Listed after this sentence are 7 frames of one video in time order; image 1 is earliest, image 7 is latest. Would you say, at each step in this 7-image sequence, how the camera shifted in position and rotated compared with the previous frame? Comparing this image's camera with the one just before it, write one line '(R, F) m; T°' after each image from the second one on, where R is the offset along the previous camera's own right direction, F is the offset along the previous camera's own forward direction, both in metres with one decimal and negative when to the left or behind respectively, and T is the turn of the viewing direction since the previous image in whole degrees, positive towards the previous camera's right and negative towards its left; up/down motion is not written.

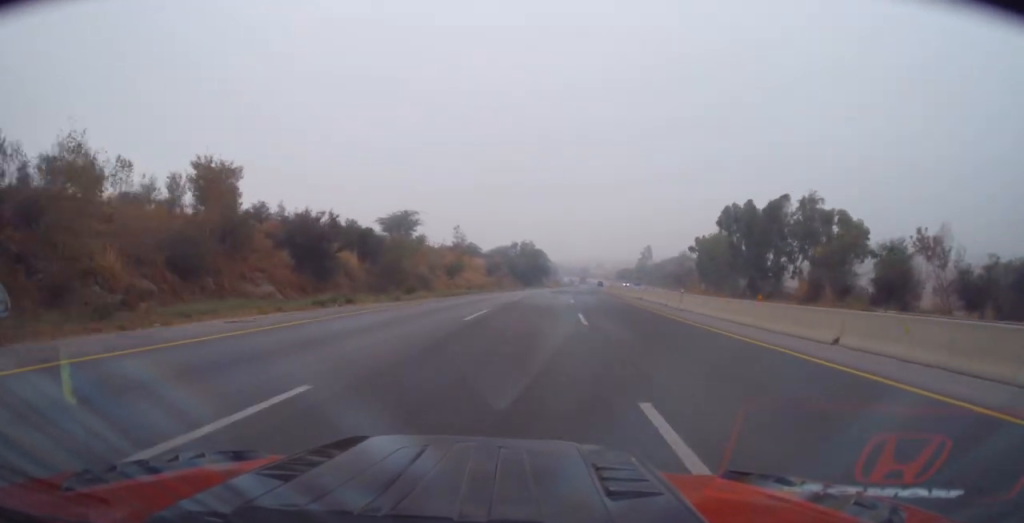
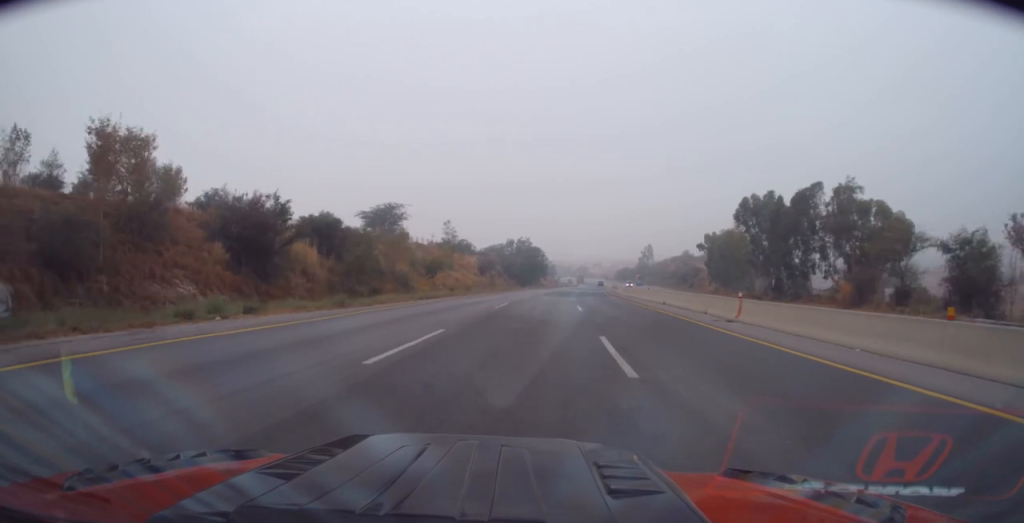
(+0.2, +10.4) m; +1°
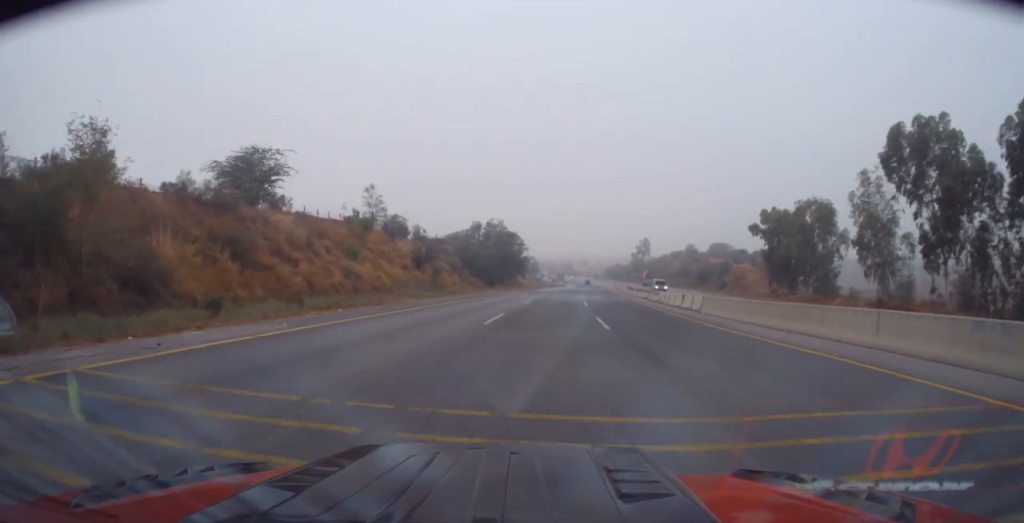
(+0.8, +44.9) m; +2°
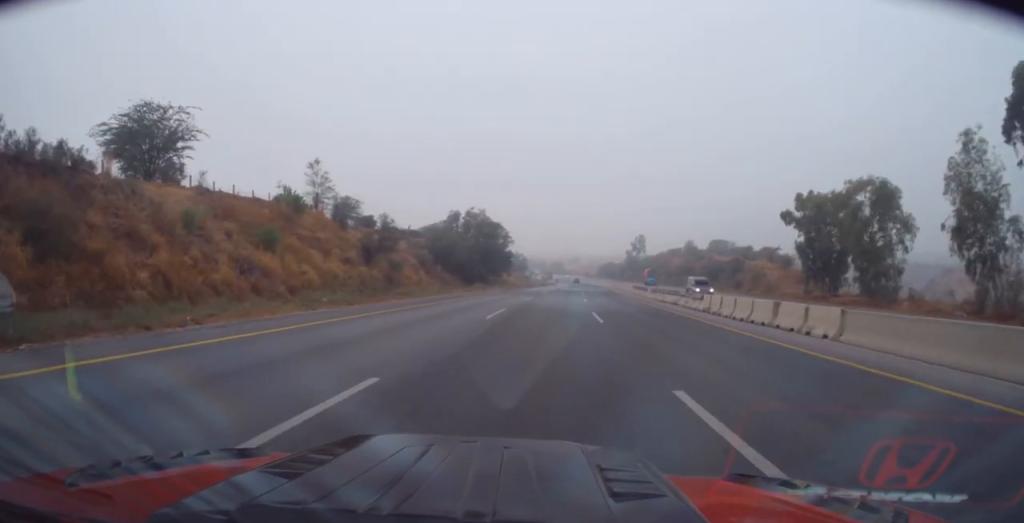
(+0.2, +16.4) m; +2°
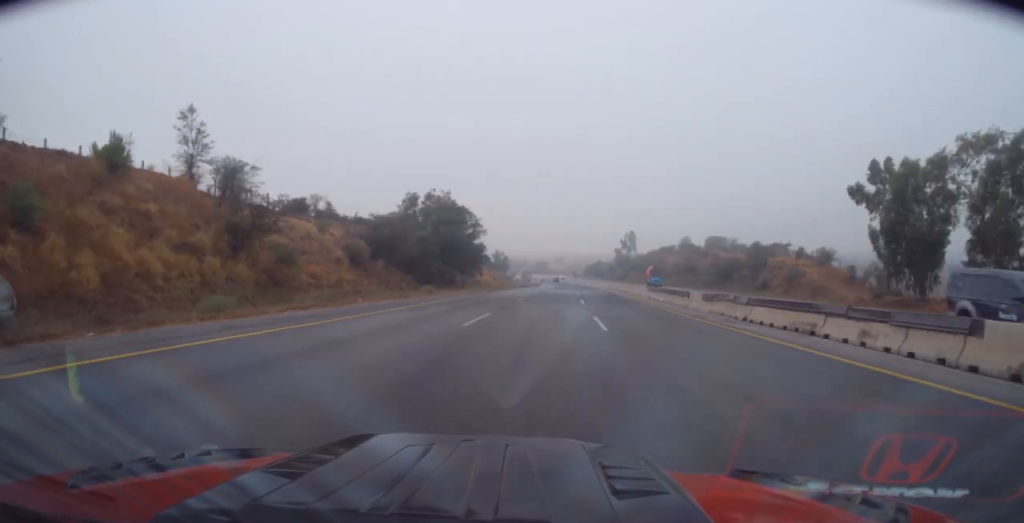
(+0.5, +21.6) m; +1°
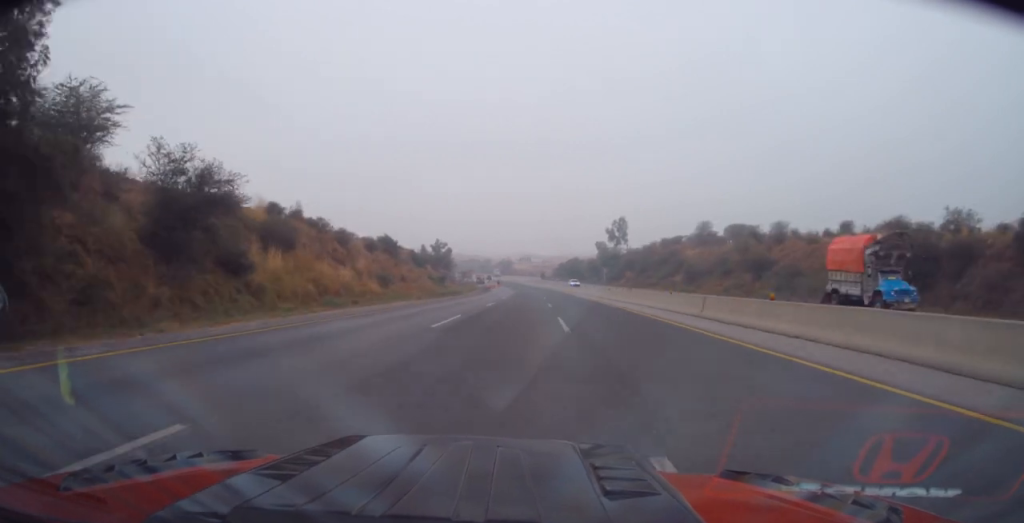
(+2.1, +71.5) m; +2°
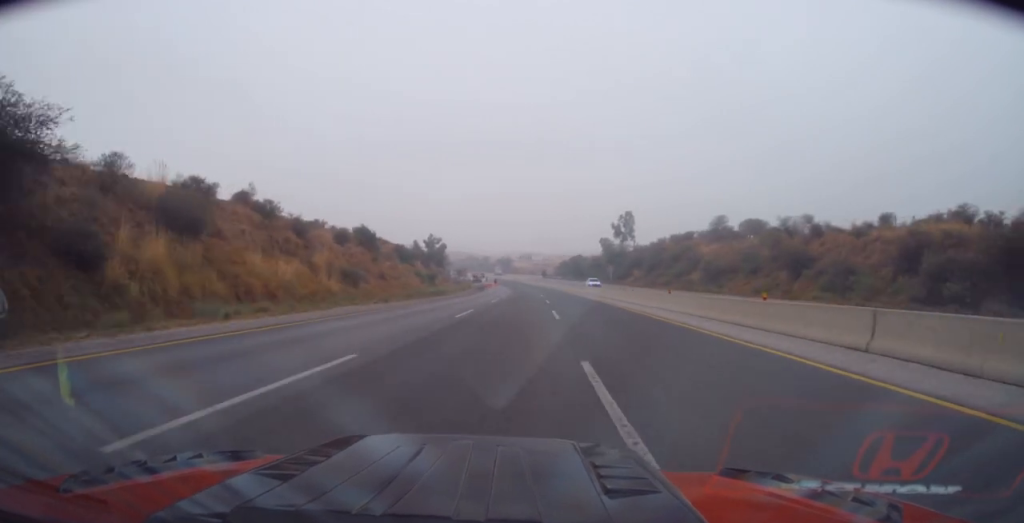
(-0.2, +12.9) m; -1°
